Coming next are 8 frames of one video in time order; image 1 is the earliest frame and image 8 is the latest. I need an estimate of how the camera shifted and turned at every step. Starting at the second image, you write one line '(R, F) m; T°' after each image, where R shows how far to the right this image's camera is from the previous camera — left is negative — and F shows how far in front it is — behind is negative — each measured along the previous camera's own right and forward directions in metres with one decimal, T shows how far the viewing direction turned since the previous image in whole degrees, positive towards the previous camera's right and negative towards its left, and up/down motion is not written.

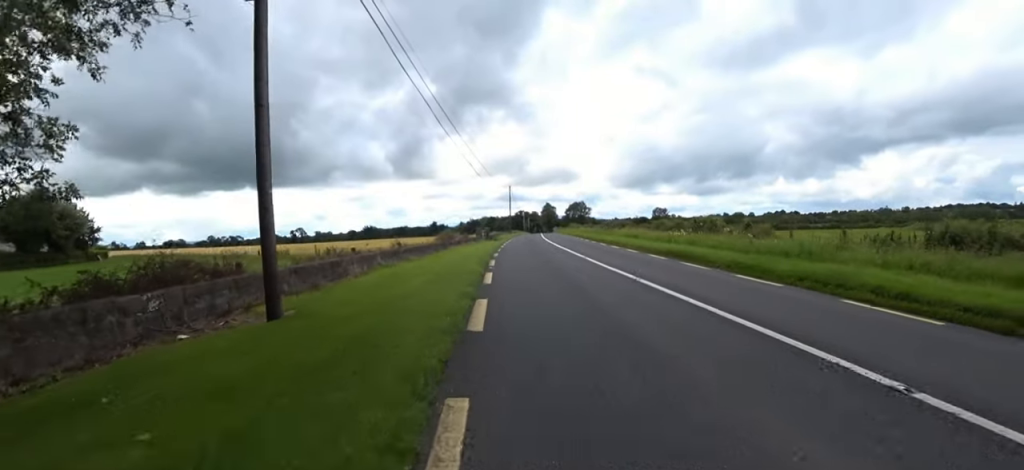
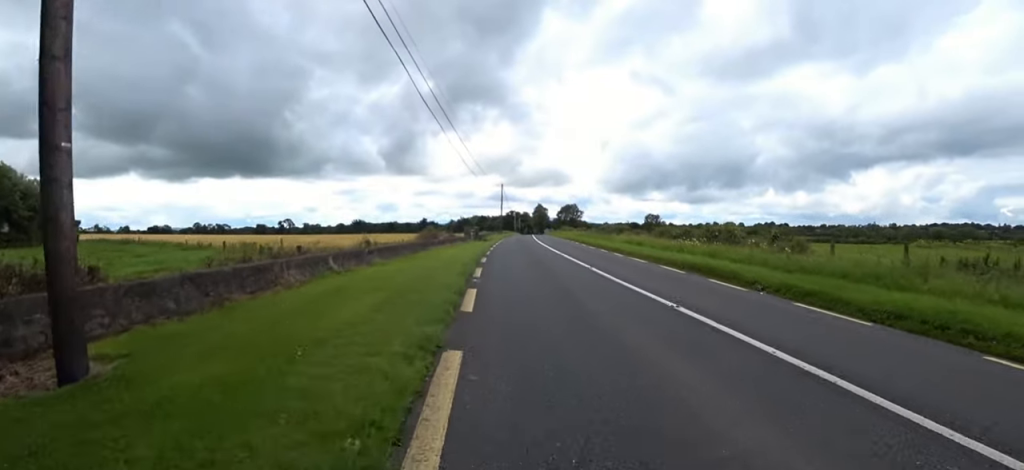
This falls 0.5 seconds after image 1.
(+0.4, +2.9) m; +3°
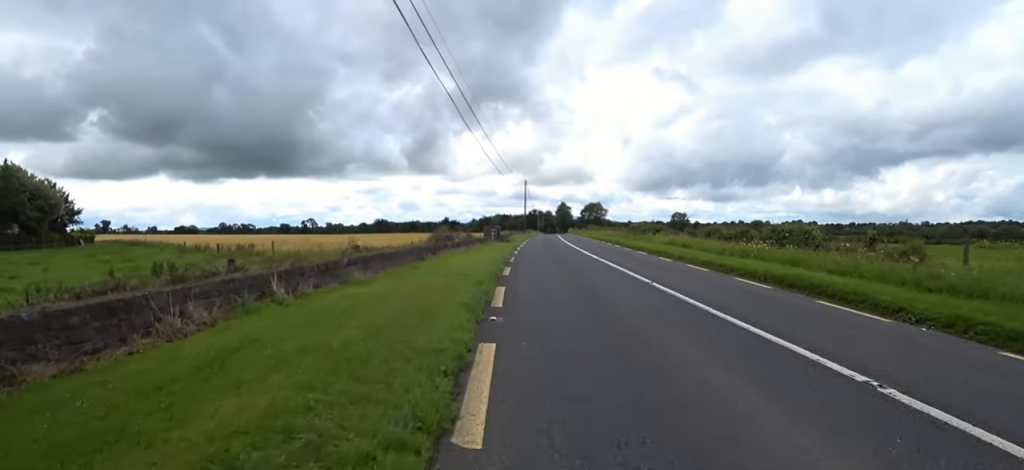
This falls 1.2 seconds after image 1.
(-0.5, +3.8) m; 0°
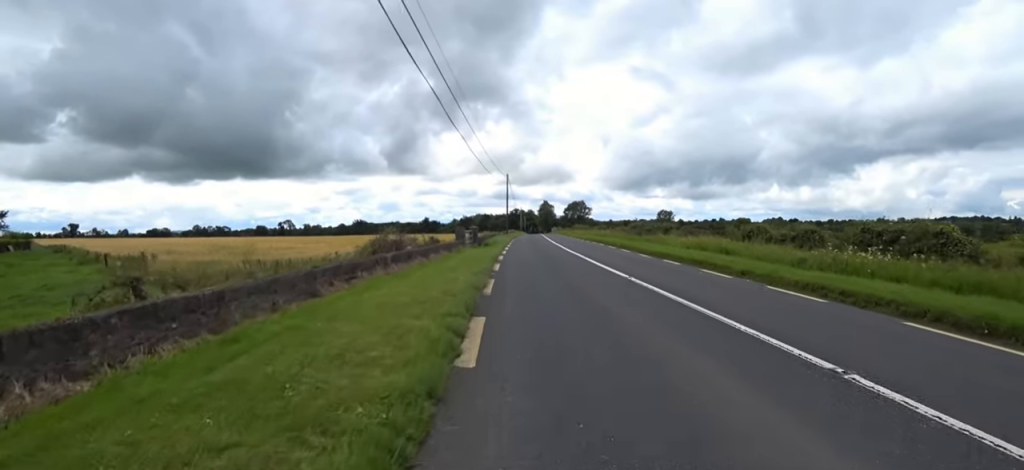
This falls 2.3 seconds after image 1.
(+0.5, +6.7) m; 0°
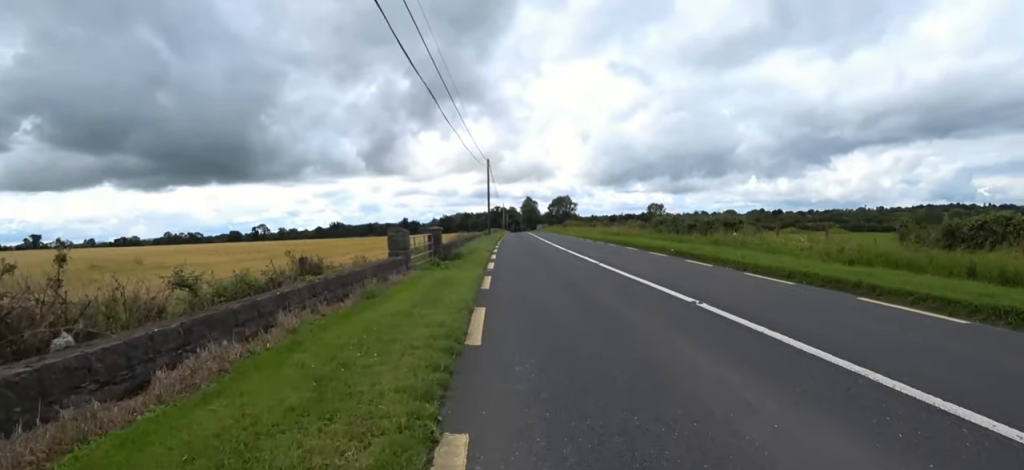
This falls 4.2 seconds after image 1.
(-0.1, +11.4) m; 0°
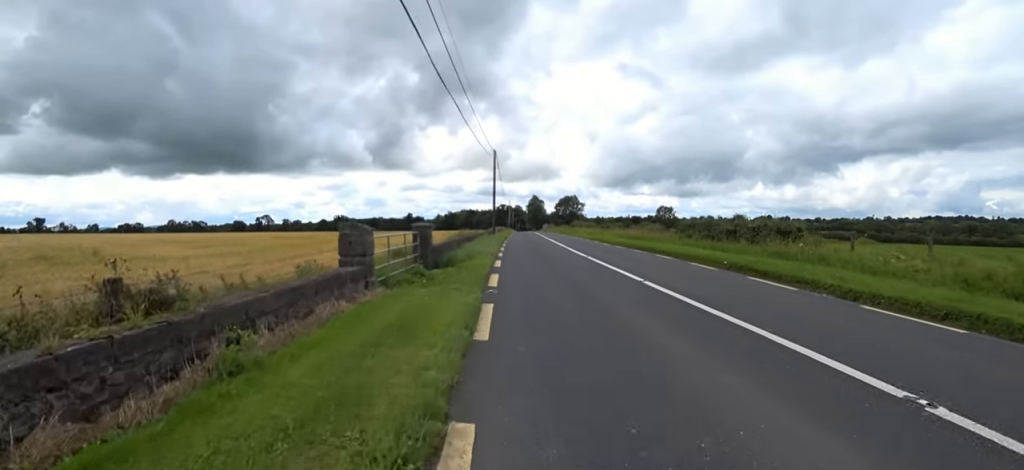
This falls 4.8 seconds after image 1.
(-0.2, +3.8) m; 0°
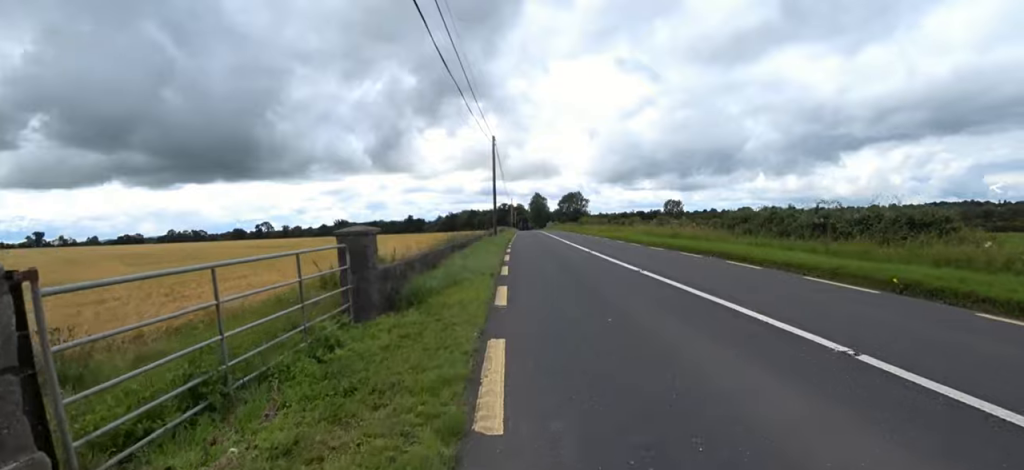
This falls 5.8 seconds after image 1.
(-0.1, +6.0) m; 0°
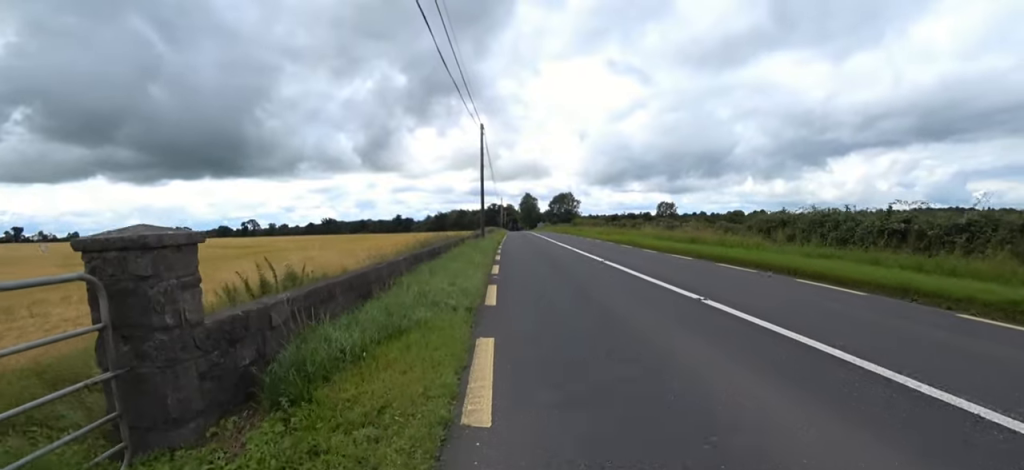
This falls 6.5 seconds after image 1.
(+0.4, +3.9) m; 0°
